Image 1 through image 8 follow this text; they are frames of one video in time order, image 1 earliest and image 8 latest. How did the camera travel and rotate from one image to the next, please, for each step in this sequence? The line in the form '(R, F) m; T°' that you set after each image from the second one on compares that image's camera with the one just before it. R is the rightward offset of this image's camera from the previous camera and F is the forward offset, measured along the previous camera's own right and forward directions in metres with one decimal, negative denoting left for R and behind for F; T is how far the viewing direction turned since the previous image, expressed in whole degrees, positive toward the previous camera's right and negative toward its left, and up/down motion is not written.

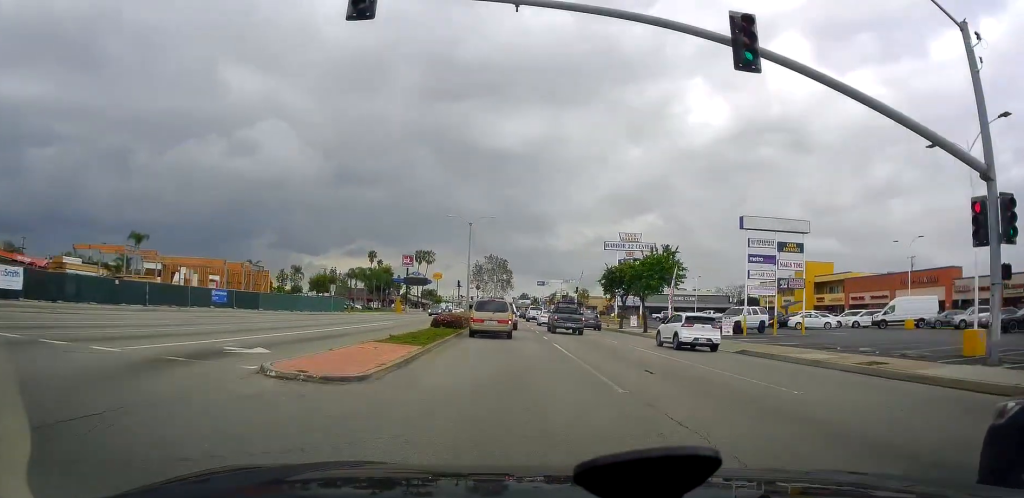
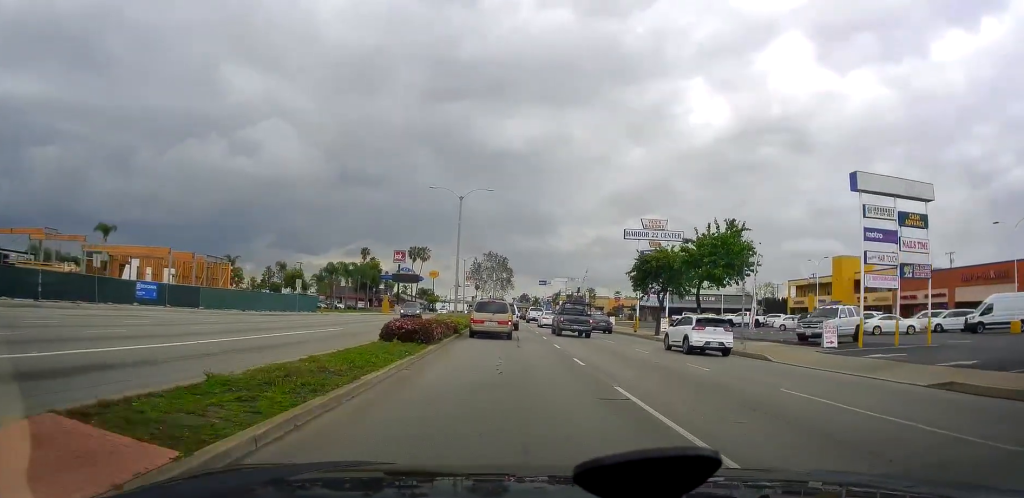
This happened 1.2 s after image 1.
(0.0, +13.0) m; 0°
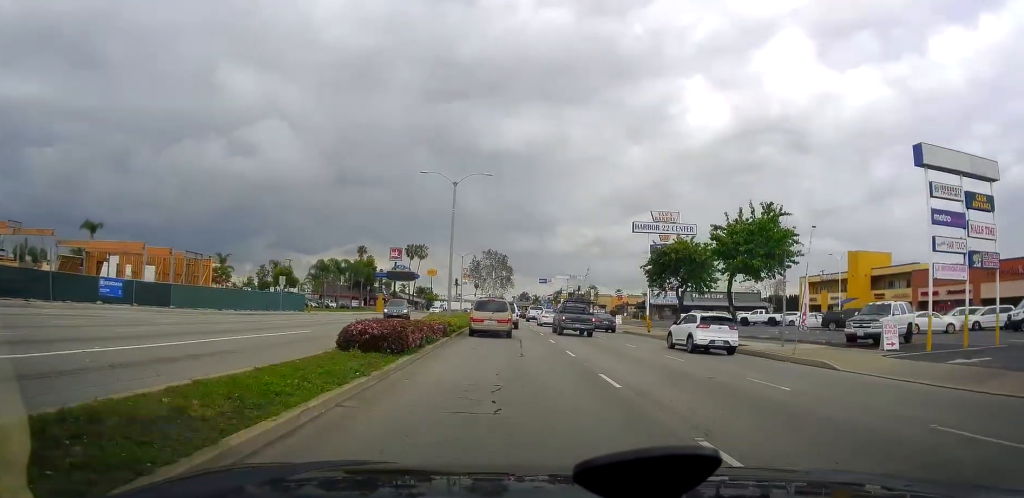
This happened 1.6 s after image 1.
(0.0, +4.8) m; 0°
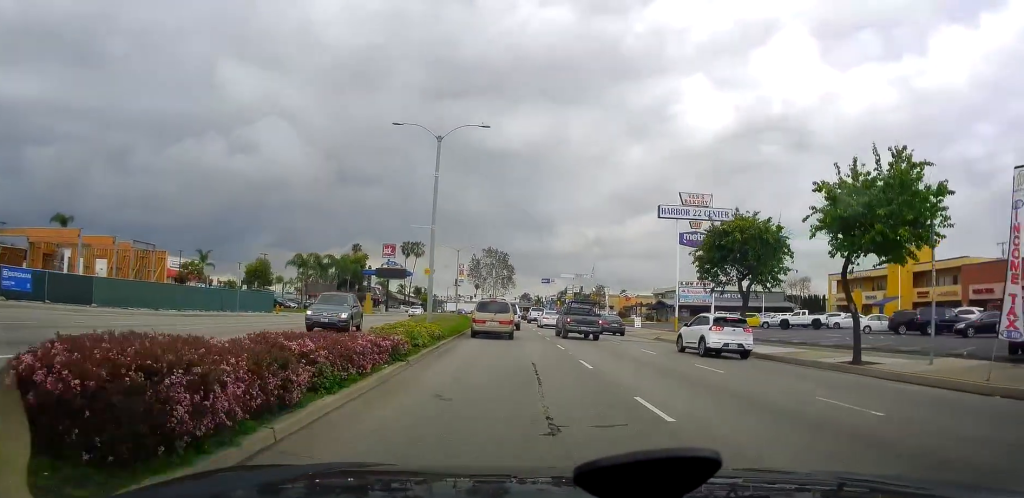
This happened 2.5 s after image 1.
(0.0, +10.3) m; -1°
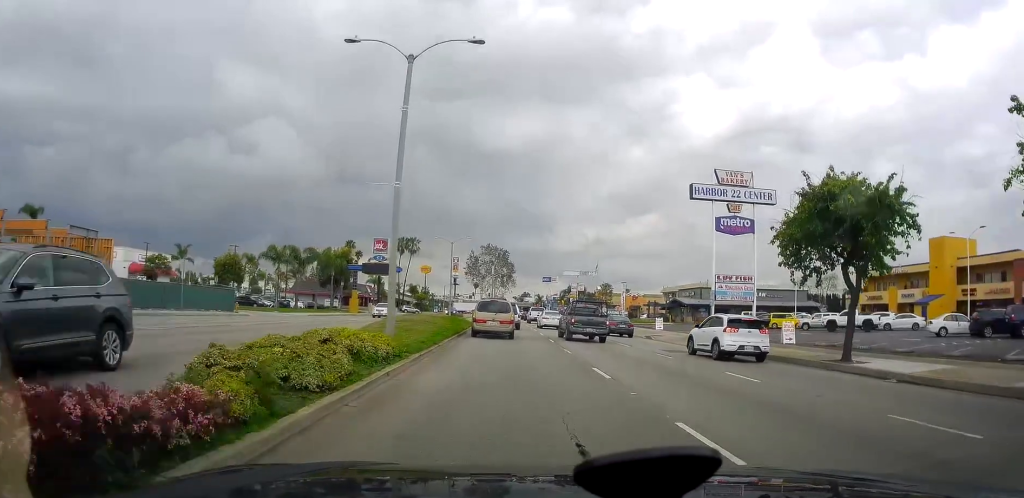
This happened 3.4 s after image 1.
(0.0, +9.6) m; -3°
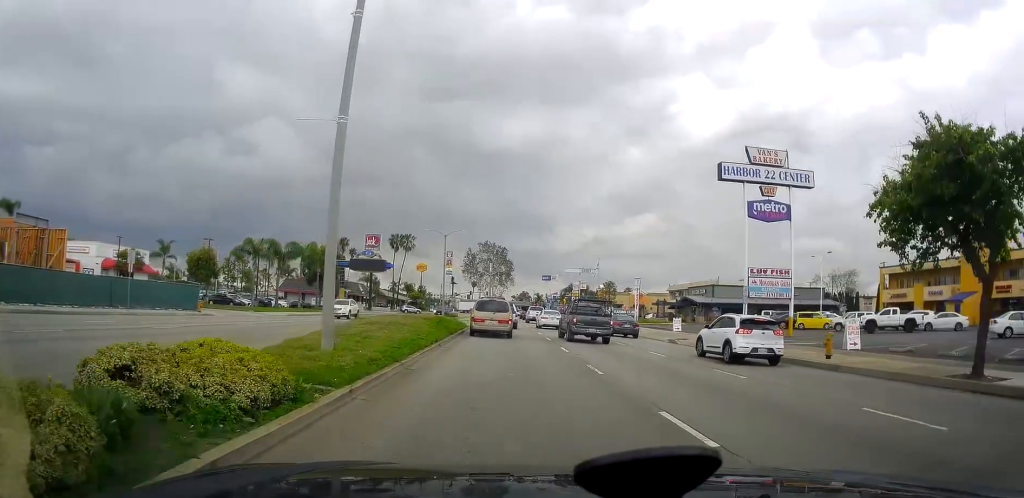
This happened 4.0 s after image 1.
(-0.5, +6.6) m; 0°
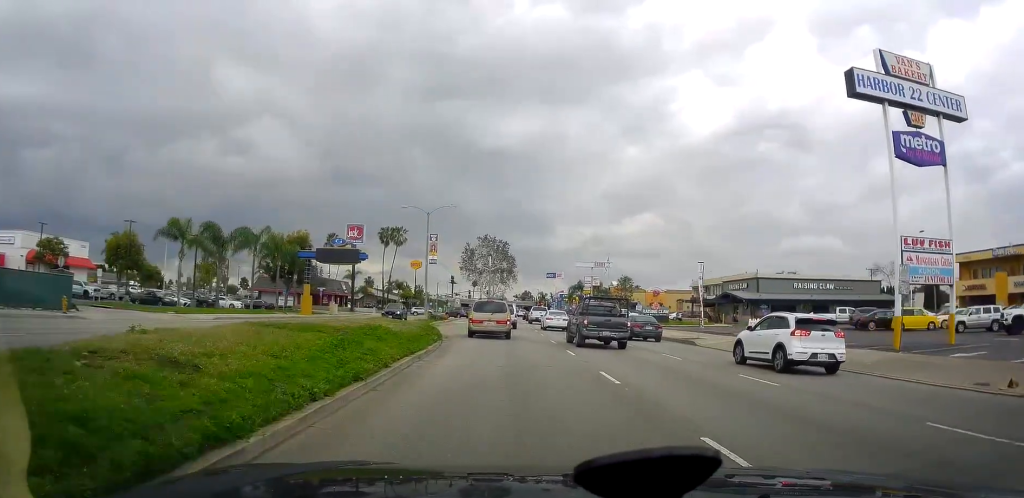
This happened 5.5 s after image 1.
(+0.8, +16.0) m; +5°
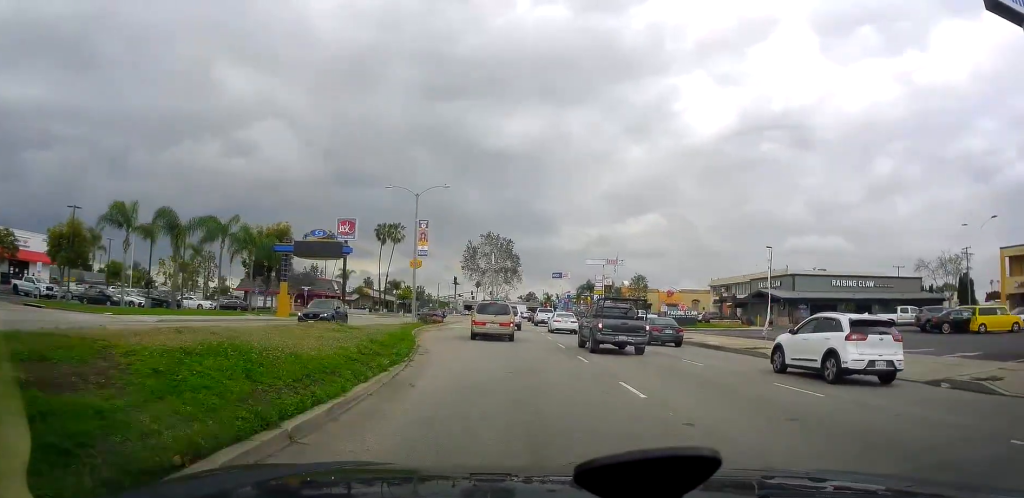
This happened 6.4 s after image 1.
(0.0, +8.6) m; 0°
